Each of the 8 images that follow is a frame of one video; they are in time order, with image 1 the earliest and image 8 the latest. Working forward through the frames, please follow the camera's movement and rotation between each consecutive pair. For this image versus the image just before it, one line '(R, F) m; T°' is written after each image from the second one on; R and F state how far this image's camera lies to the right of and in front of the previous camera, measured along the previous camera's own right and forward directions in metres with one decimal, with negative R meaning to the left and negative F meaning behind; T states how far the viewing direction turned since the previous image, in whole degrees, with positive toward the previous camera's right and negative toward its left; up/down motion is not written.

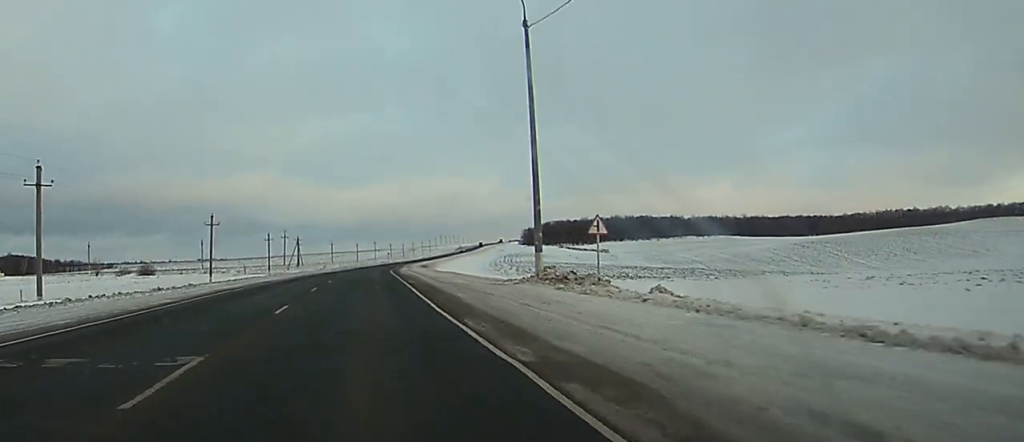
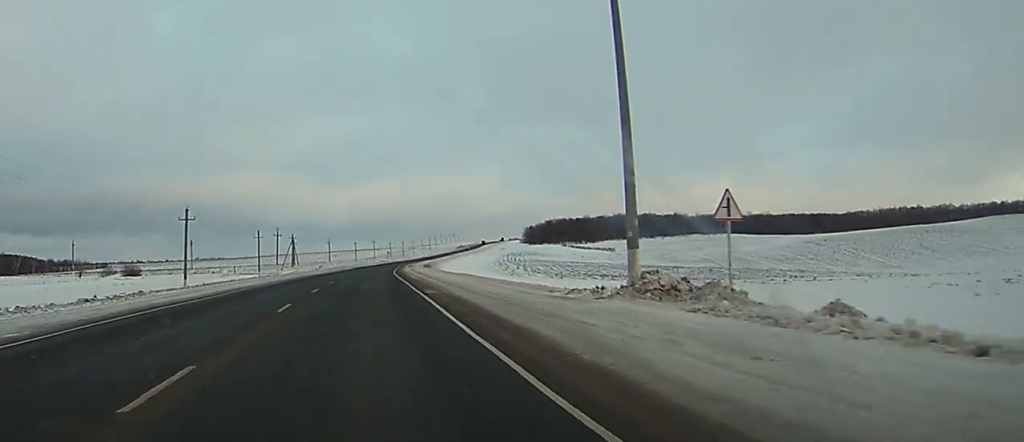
(0.0, +11.6) m; 0°
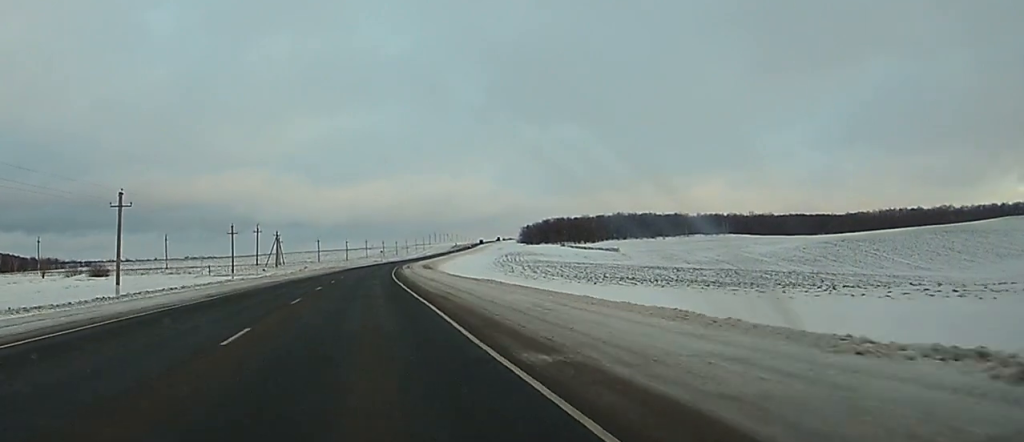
(0.0, +18.3) m; +1°
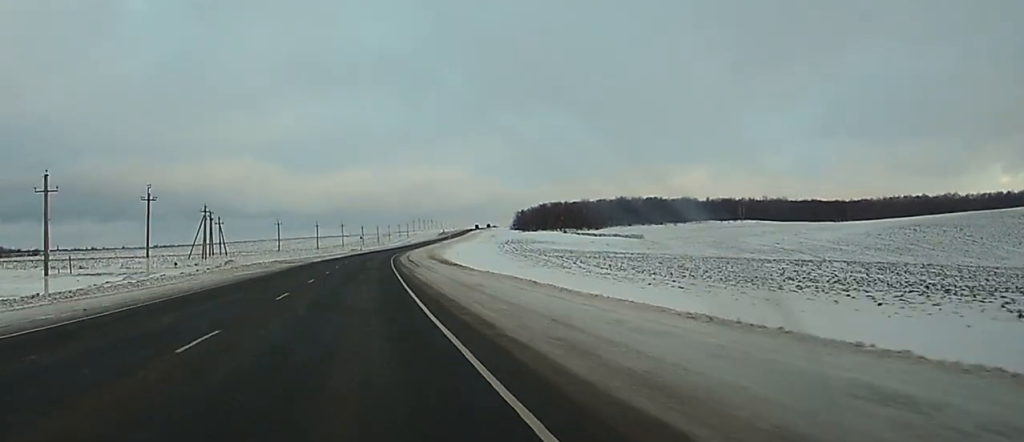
(+0.2, +59.8) m; 0°
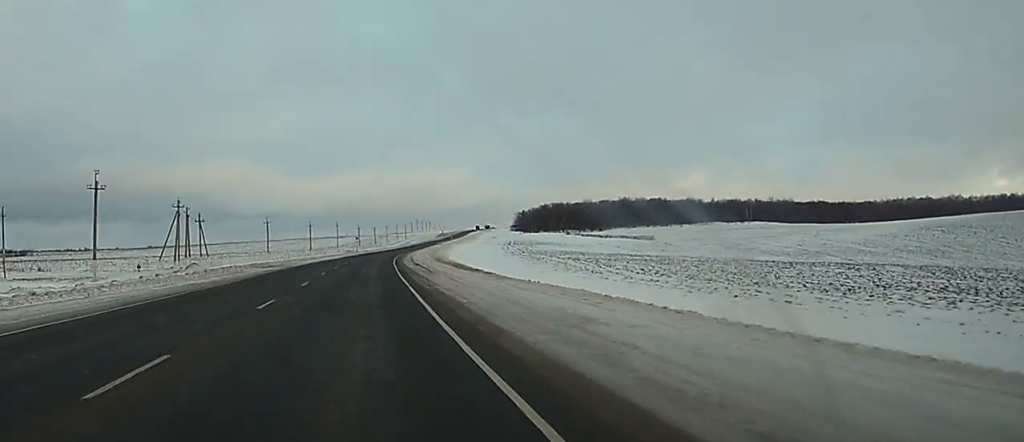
(0.0, +15.3) m; 0°
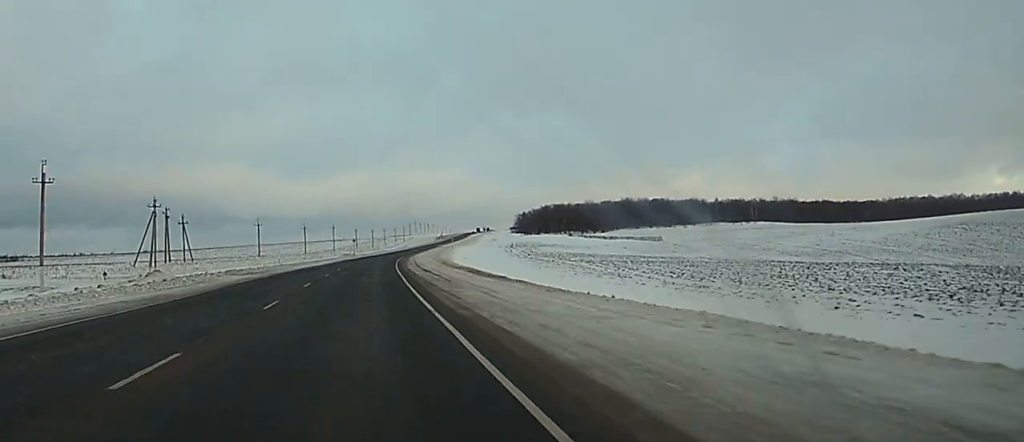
(0.0, +10.8) m; 0°
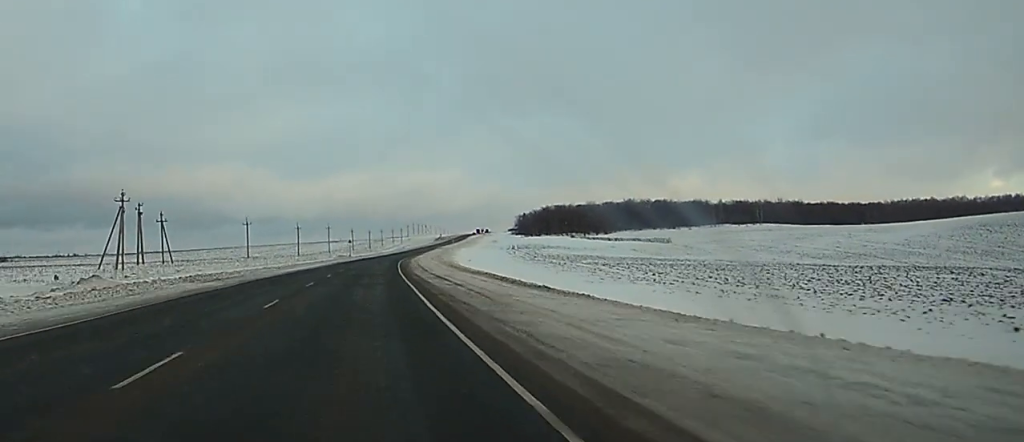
(+0.1, +11.7) m; +1°
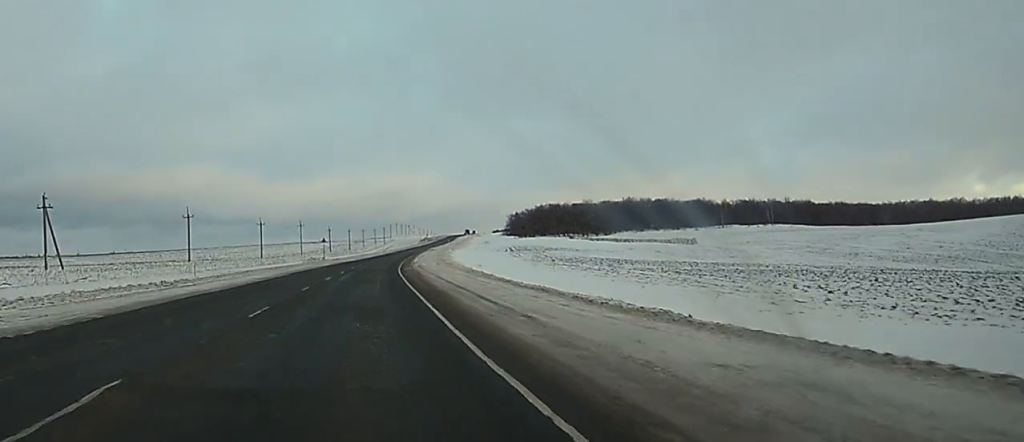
(+0.7, +37.8) m; +2°
